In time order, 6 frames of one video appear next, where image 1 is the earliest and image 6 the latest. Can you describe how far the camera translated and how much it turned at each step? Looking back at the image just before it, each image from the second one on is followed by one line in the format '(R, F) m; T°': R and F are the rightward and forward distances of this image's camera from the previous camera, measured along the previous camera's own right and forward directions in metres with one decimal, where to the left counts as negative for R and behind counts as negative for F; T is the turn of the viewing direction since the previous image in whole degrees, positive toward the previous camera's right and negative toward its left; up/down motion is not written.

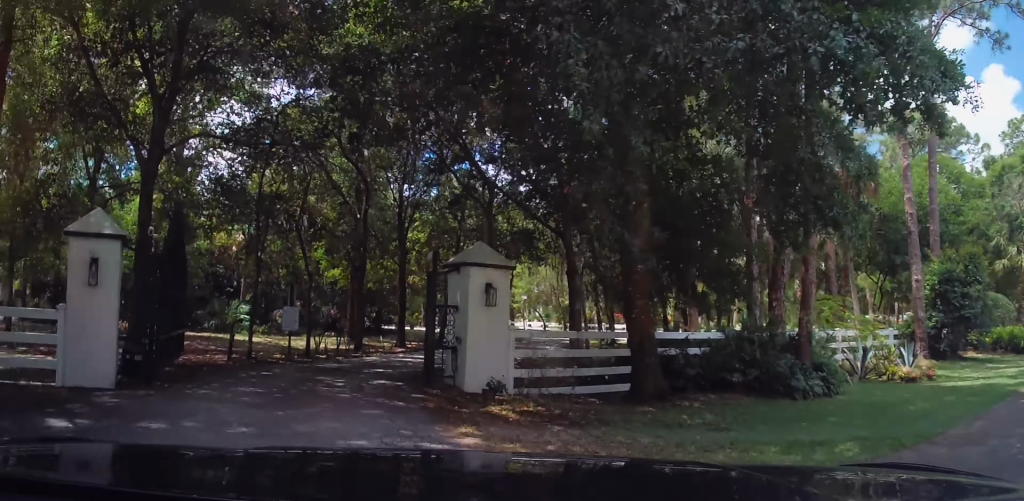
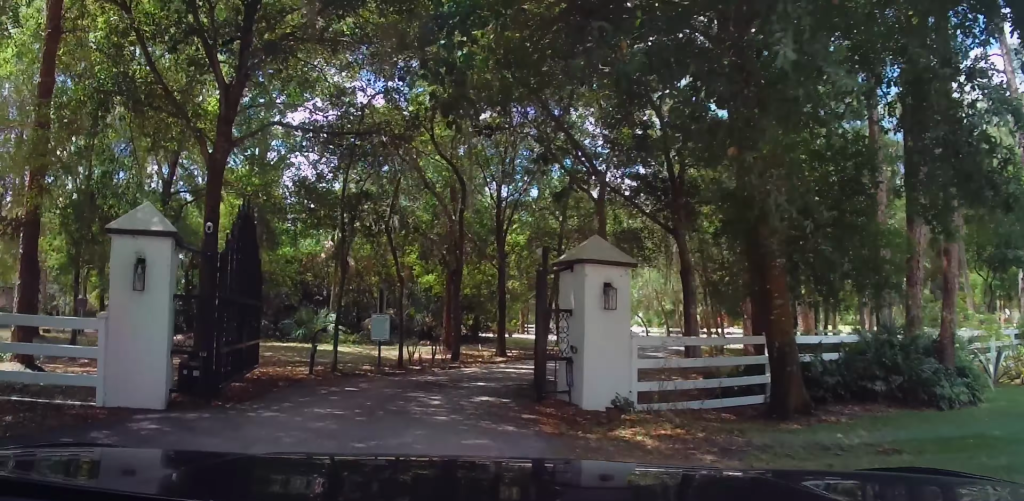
(-0.1, +1.8) m; -6°
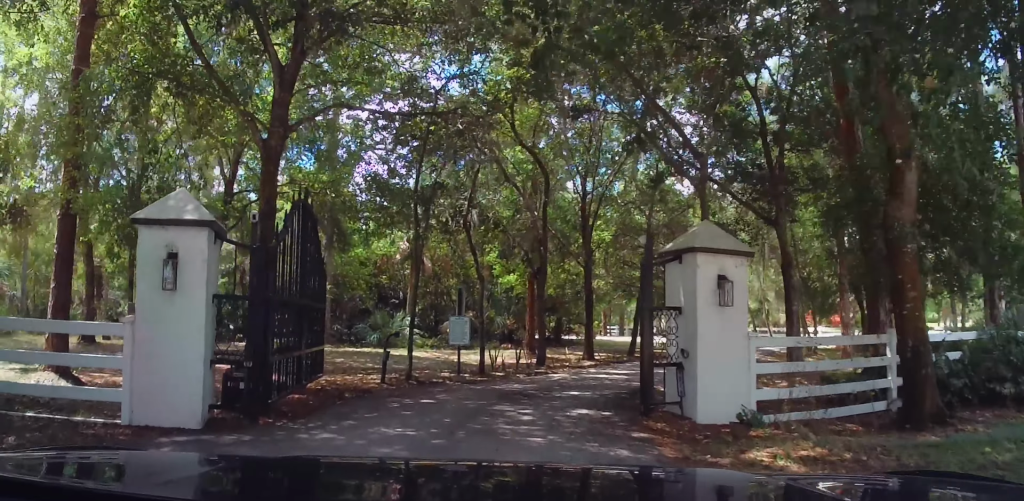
(-0.1, +1.5) m; -5°
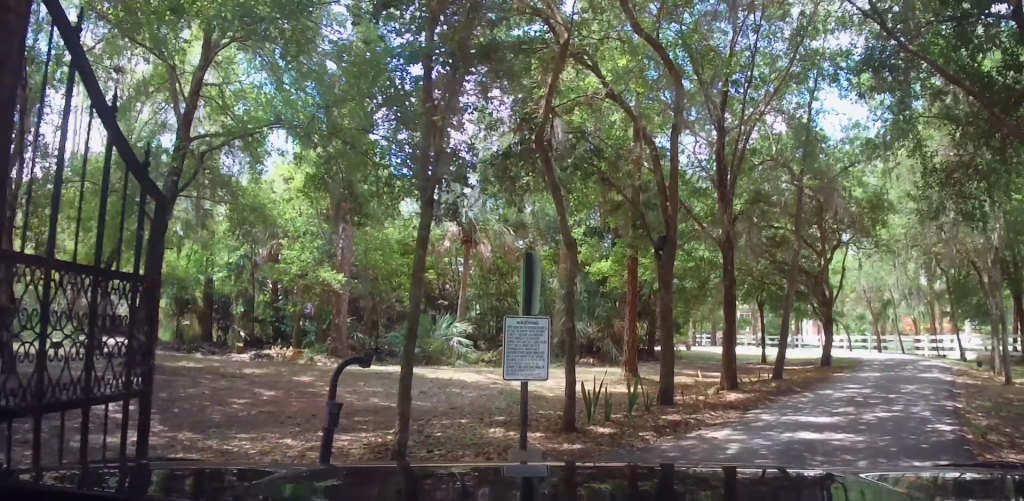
(-2.4, +8.0) m; -23°
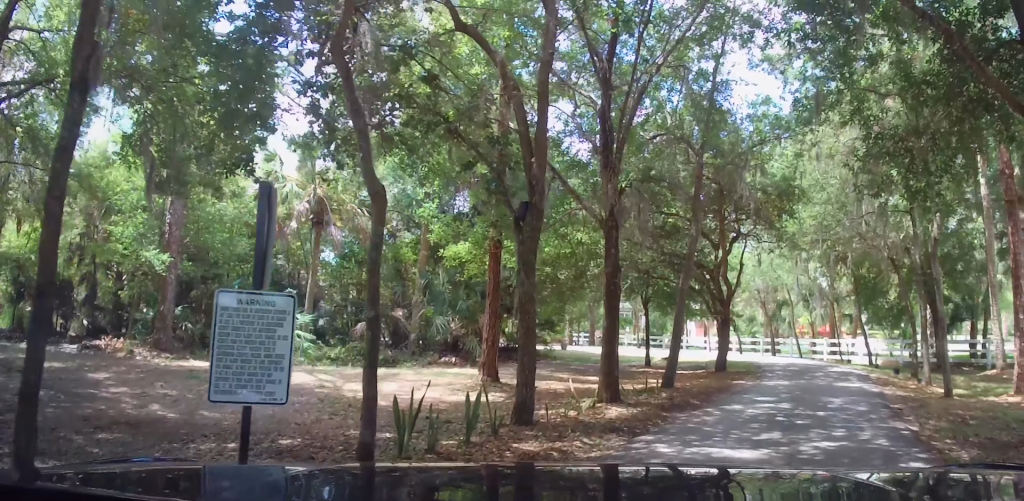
(+0.2, +2.5) m; +12°
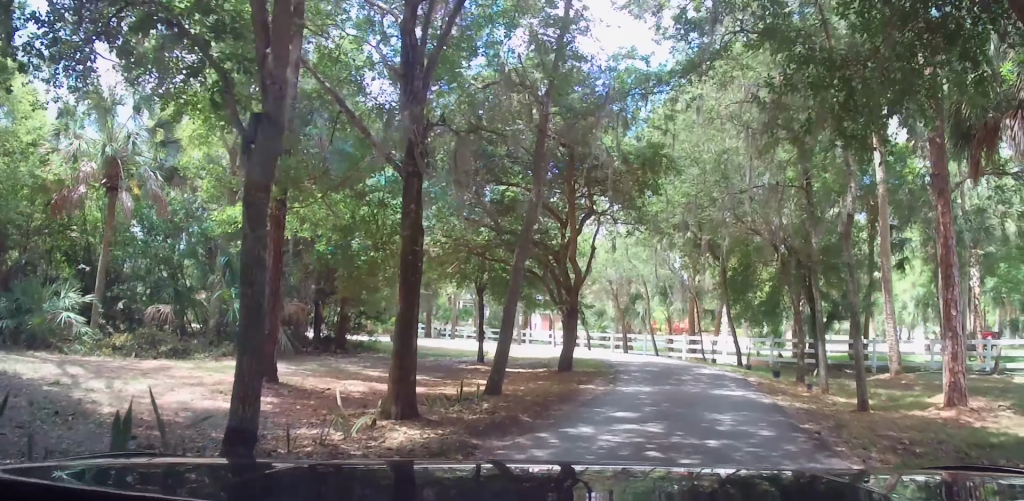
(+0.4, +2.7) m; +8°
